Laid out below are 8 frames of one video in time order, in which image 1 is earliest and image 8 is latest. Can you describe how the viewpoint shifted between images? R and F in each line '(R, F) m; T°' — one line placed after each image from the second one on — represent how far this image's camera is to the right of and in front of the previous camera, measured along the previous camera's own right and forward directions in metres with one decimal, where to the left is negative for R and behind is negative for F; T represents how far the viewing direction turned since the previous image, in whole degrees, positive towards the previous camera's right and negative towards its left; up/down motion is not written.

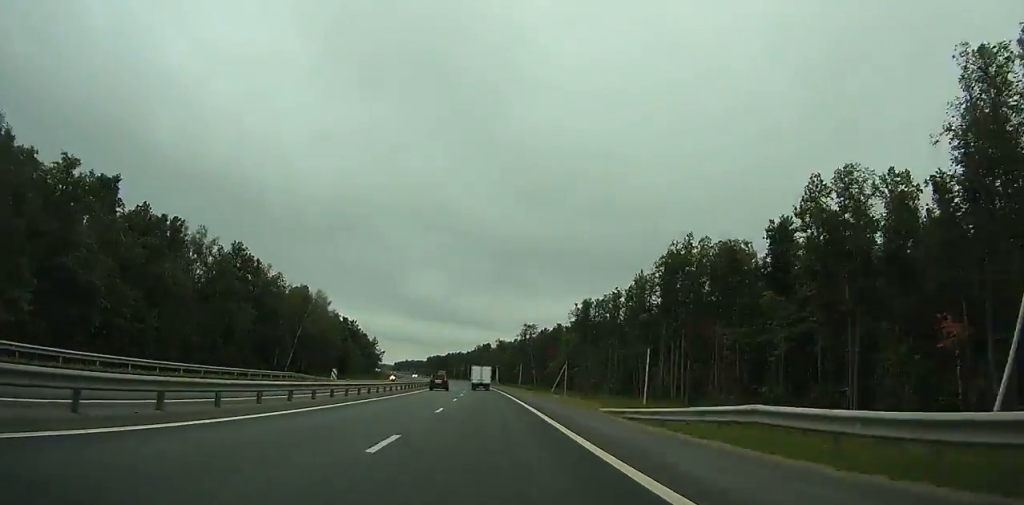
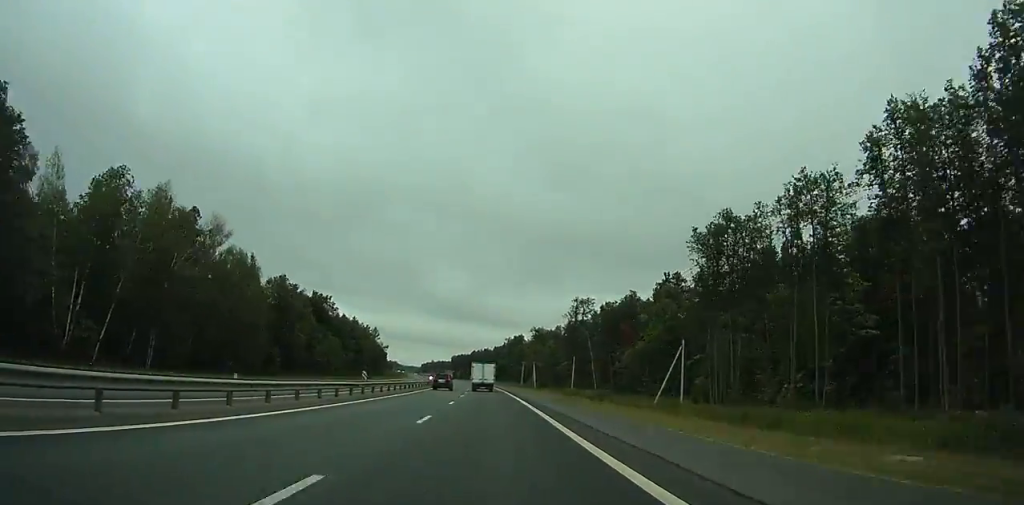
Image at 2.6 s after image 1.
(-1.5, +76.7) m; -3°
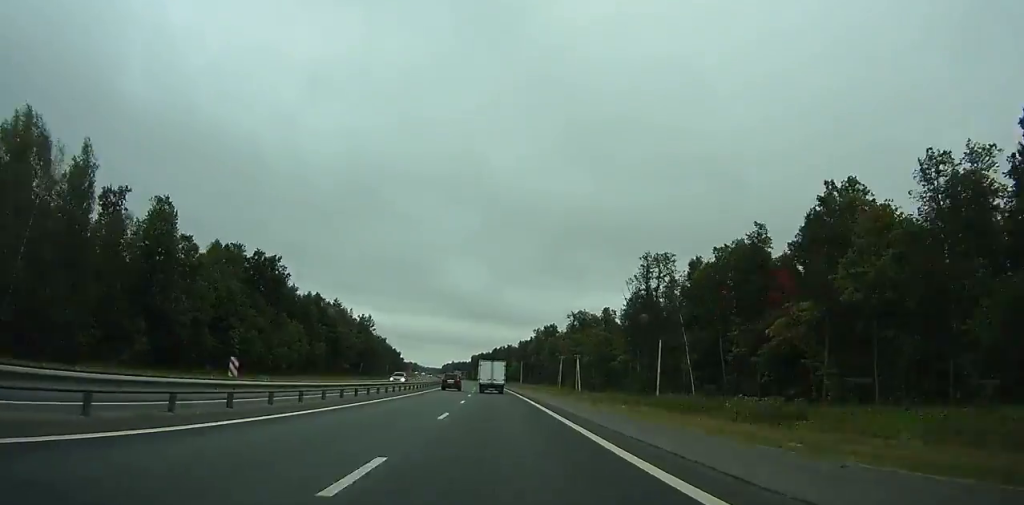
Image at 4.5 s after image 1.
(-1.4, +57.1) m; -2°
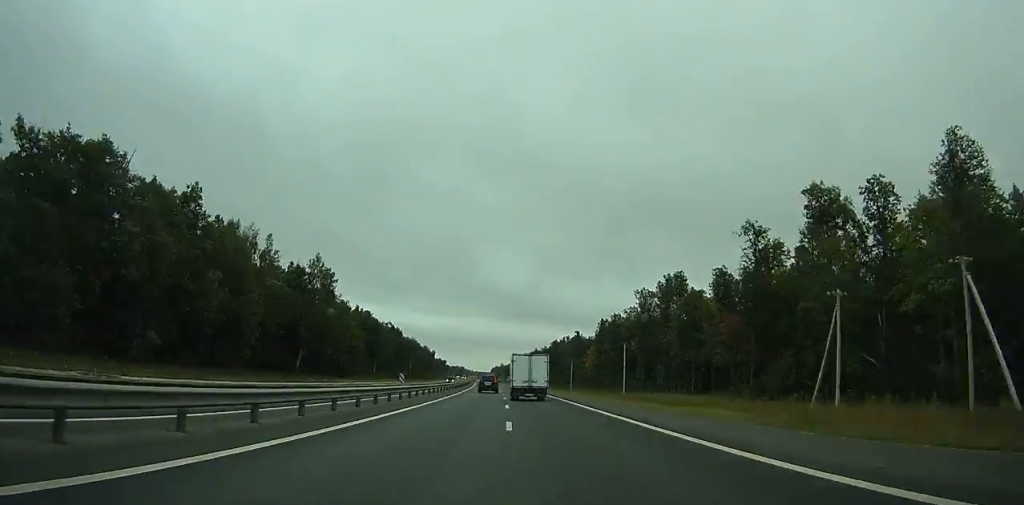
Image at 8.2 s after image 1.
(-4.1, +112.7) m; -4°
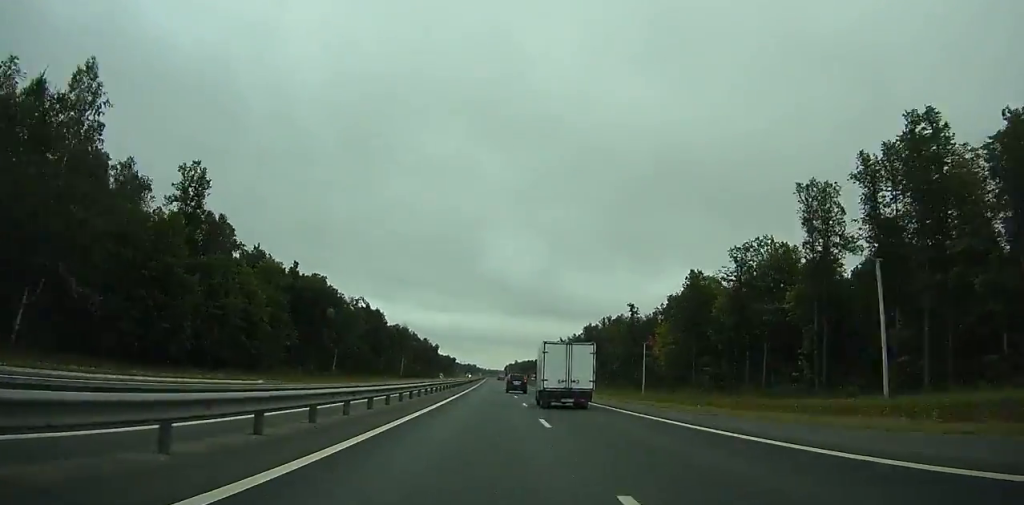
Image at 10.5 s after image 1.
(-1.8, +71.0) m; -1°
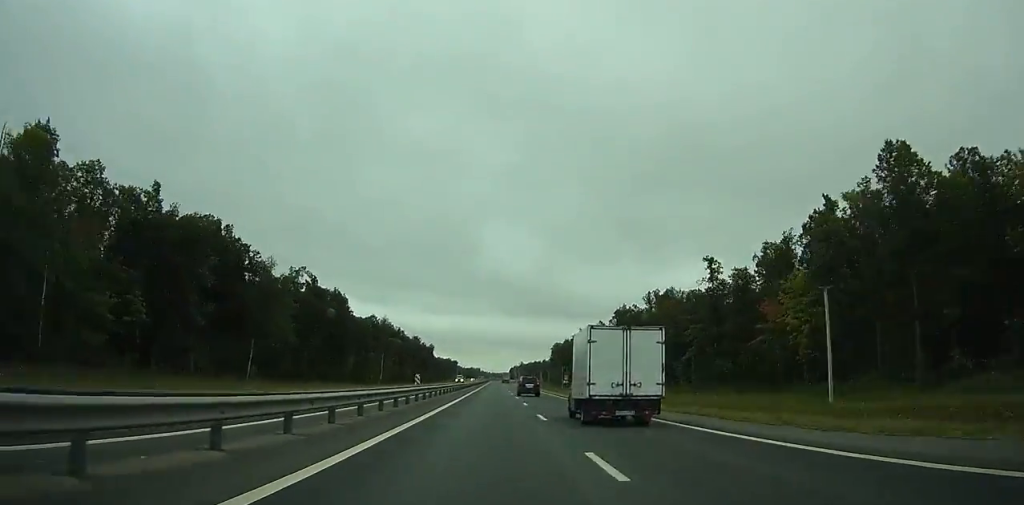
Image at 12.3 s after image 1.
(-0.5, +55.7) m; 0°
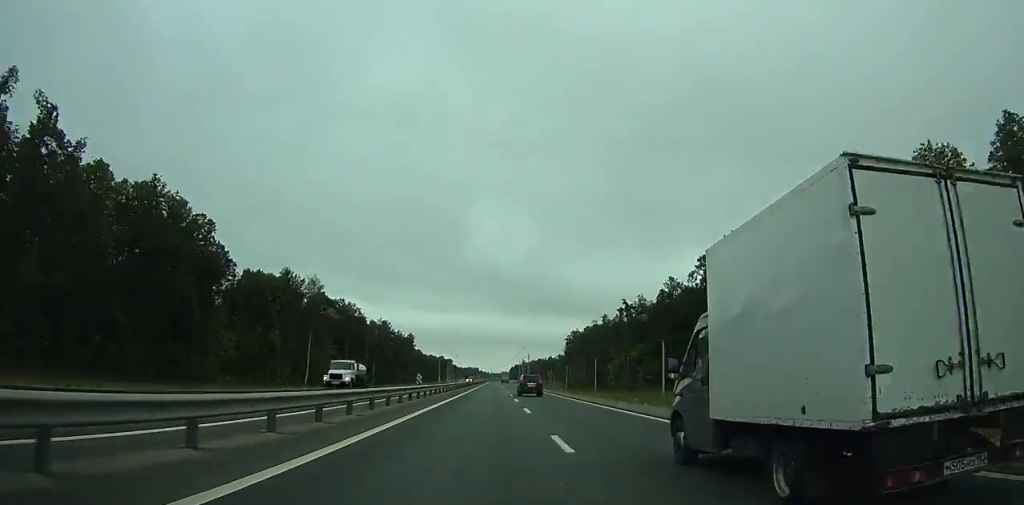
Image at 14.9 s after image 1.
(-0.3, +80.0) m; 0°
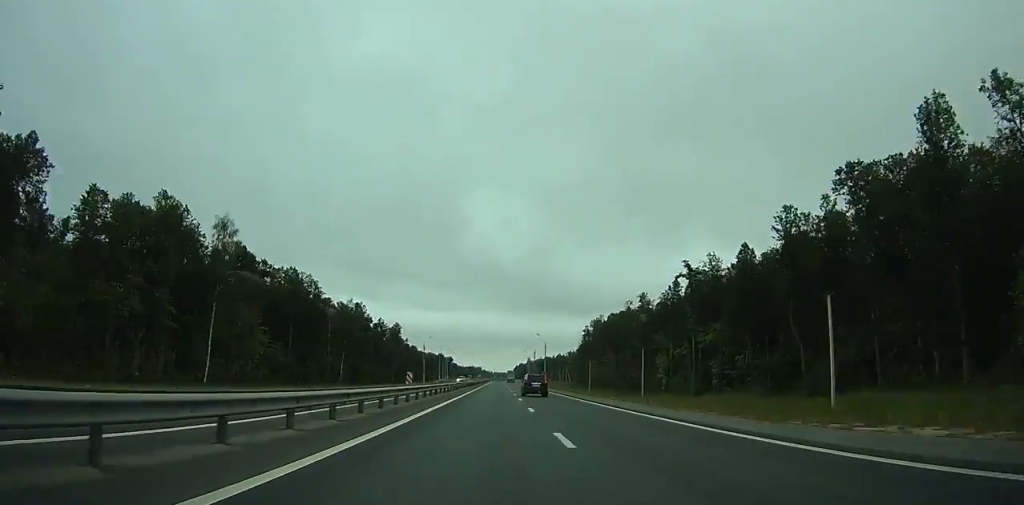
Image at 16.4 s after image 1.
(0.0, +45.7) m; 0°
